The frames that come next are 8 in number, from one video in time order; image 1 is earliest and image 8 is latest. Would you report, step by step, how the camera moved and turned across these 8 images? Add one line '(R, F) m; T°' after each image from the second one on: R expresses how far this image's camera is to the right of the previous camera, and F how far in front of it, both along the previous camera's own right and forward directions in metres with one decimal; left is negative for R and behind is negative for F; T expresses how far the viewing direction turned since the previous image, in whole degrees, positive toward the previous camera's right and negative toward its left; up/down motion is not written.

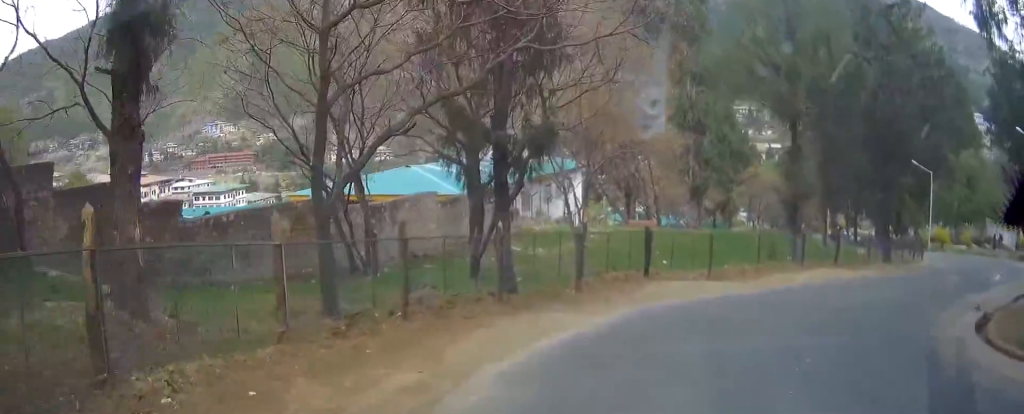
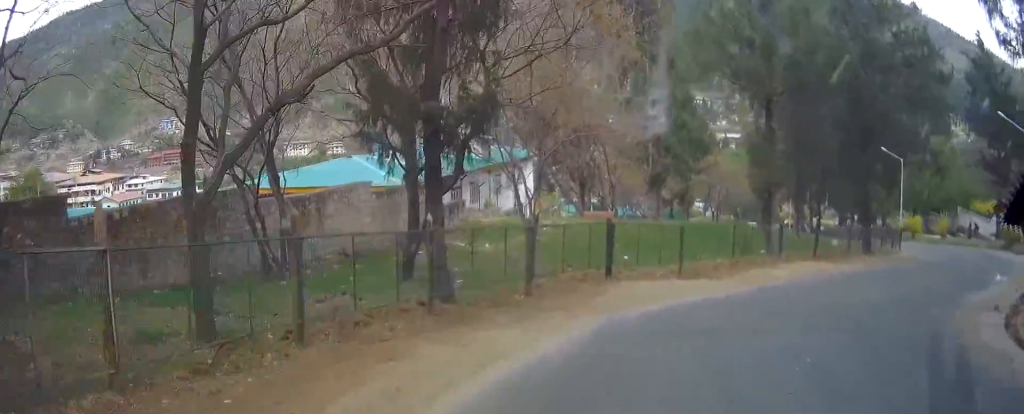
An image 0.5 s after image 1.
(0.0, +2.4) m; 0°
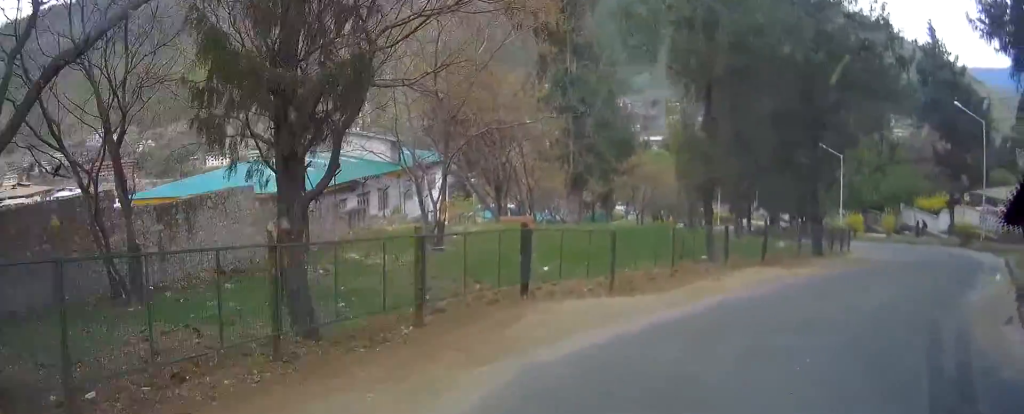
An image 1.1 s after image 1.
(0.0, +2.5) m; +2°
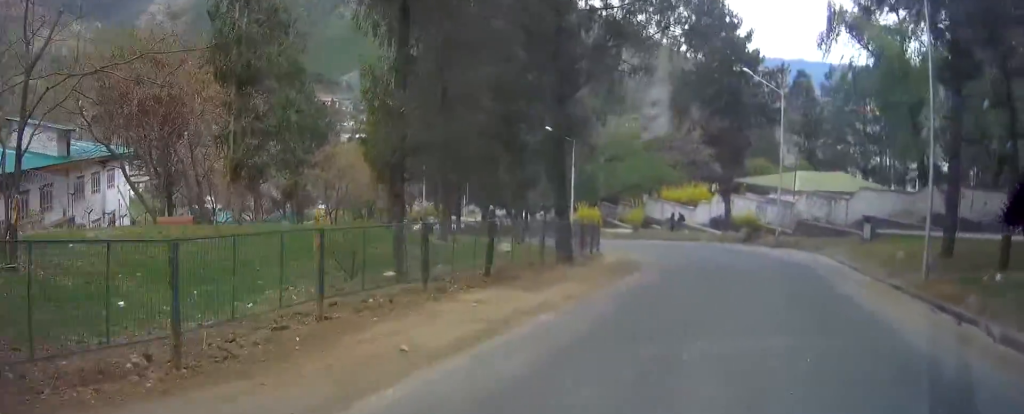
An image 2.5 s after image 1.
(+0.3, +6.6) m; +28°
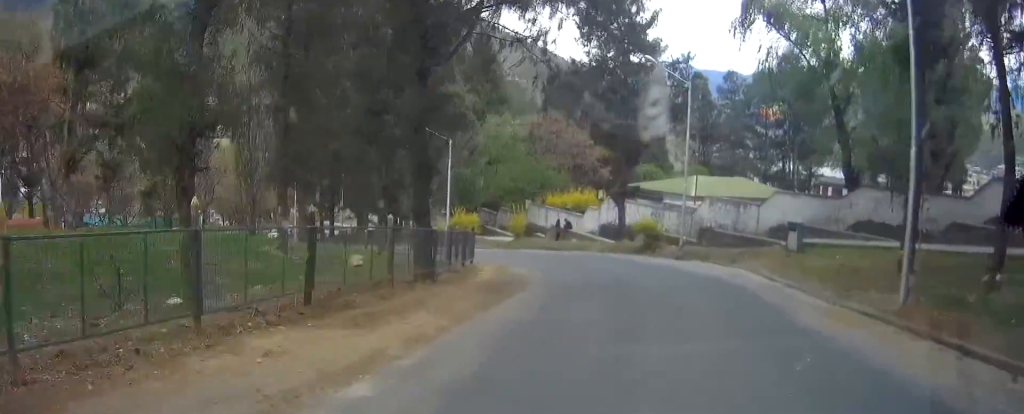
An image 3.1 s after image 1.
(+1.2, +4.0) m; +13°
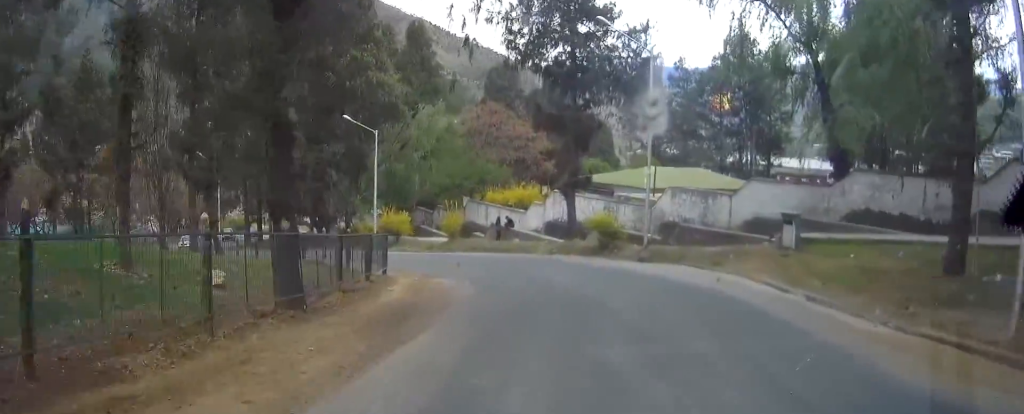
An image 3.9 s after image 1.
(+0.6, +5.2) m; +7°
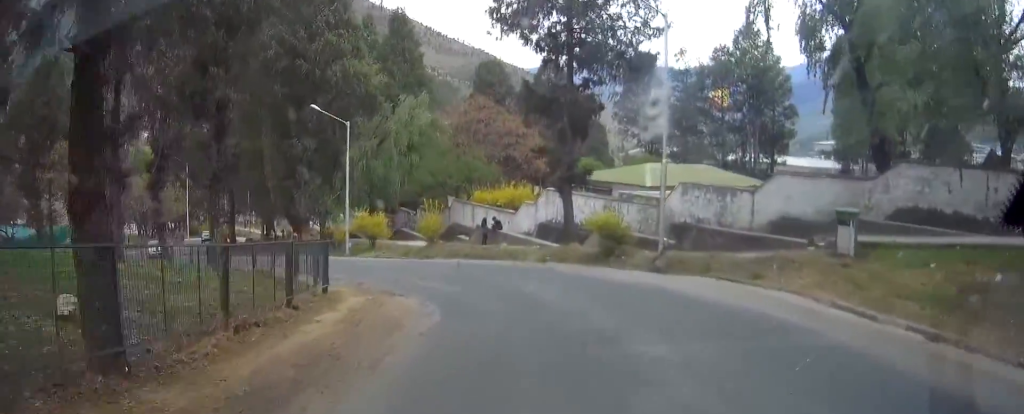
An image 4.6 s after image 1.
(+0.1, +4.8) m; 0°
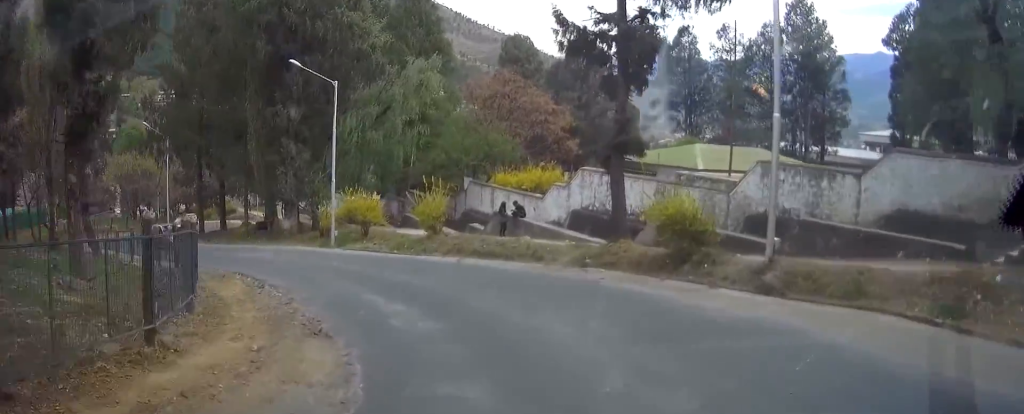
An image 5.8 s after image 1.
(-0.2, +8.7) m; -5°
